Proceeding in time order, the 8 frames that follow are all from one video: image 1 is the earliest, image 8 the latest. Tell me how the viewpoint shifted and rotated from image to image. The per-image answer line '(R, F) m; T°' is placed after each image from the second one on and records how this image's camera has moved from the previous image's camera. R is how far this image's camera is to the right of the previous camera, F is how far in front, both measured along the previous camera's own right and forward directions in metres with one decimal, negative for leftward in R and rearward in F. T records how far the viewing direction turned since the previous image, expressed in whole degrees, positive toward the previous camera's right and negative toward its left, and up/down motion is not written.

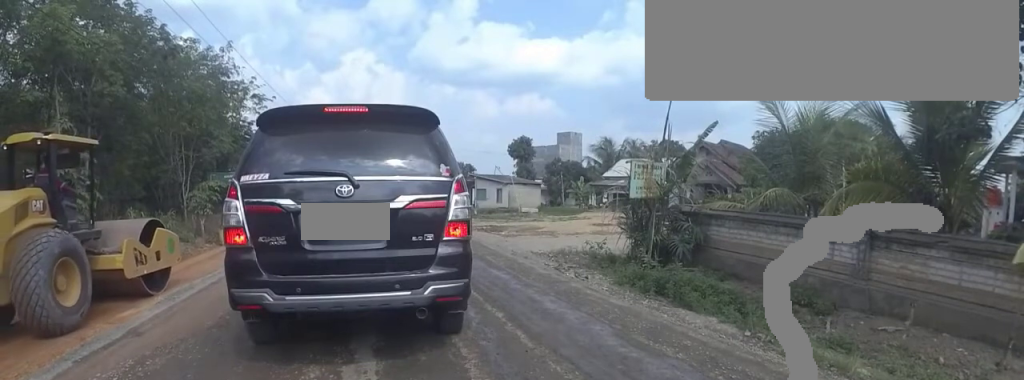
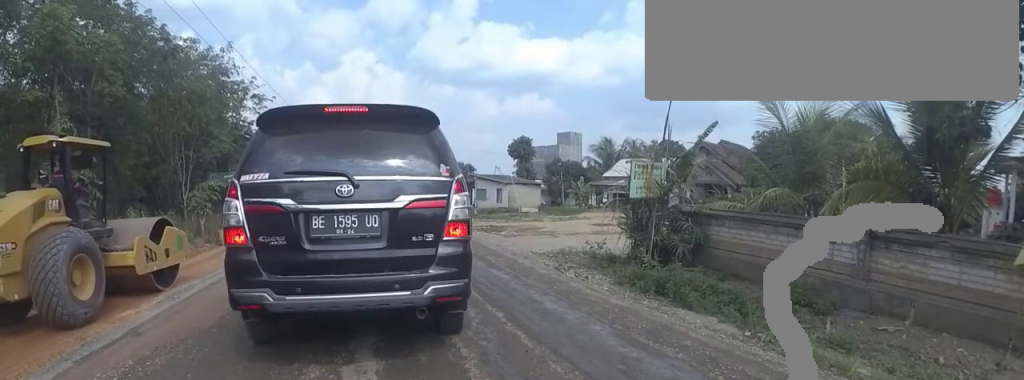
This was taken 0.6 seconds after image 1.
(0.0, 0.0) m; 0°
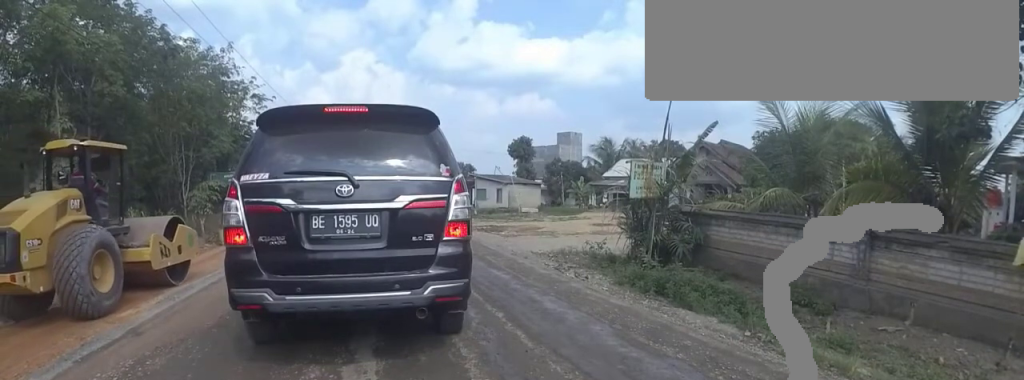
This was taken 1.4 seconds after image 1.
(0.0, 0.0) m; 0°
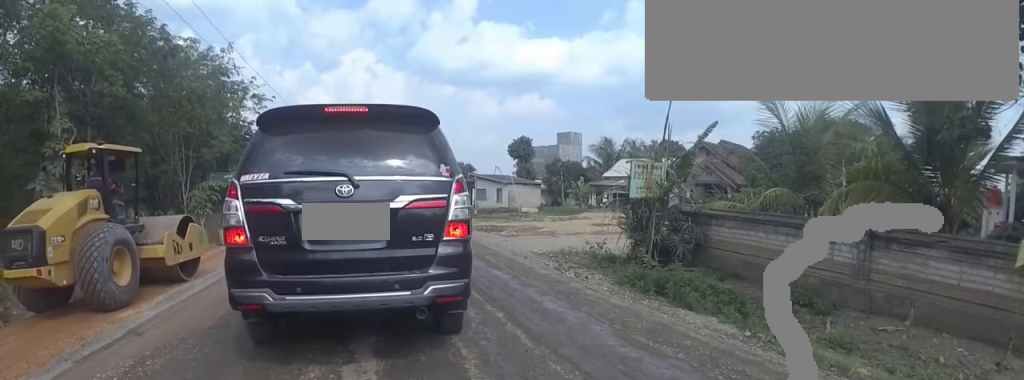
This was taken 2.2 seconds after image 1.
(0.0, 0.0) m; 0°
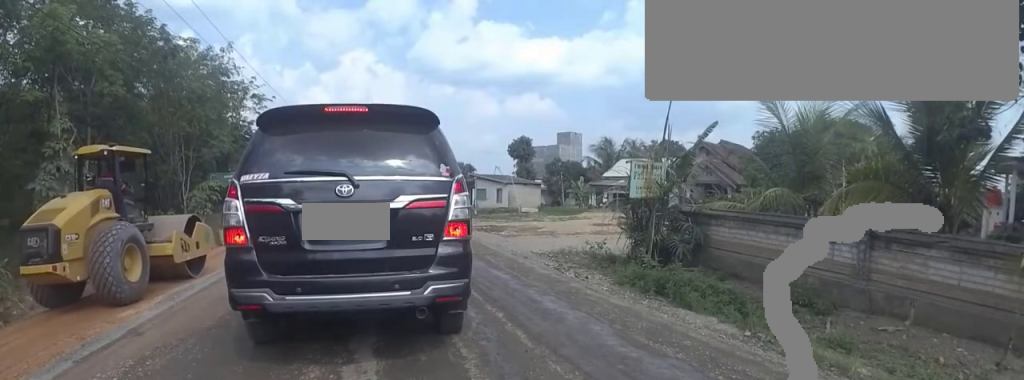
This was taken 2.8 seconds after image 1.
(0.0, 0.0) m; 0°
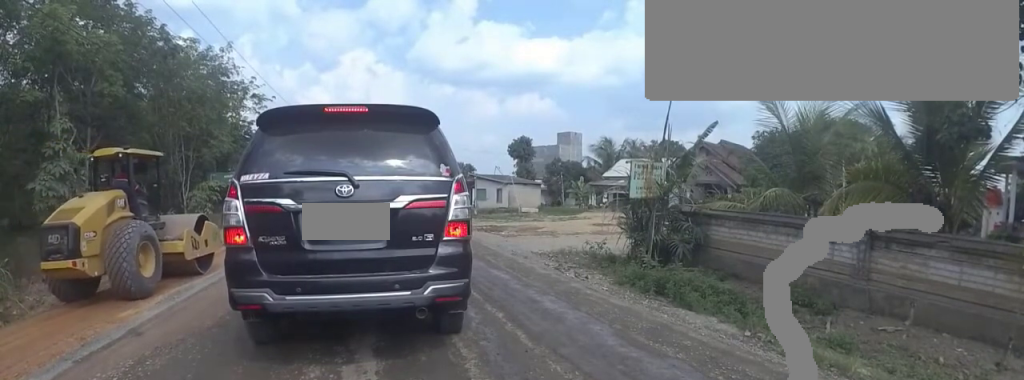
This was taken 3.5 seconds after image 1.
(0.0, 0.0) m; 0°
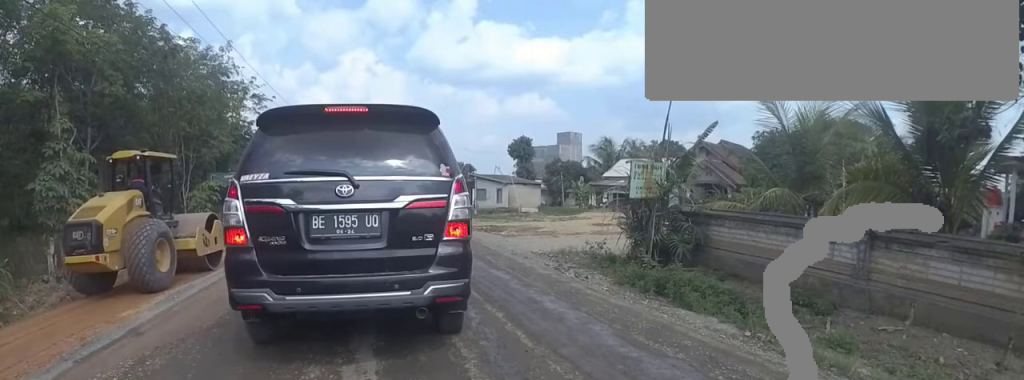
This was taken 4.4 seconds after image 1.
(0.0, 0.0) m; 0°
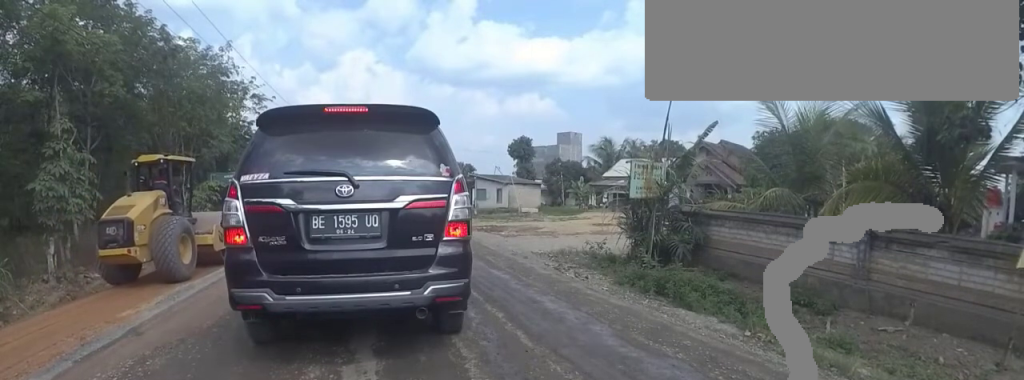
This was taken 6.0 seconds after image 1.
(0.0, 0.0) m; 0°
